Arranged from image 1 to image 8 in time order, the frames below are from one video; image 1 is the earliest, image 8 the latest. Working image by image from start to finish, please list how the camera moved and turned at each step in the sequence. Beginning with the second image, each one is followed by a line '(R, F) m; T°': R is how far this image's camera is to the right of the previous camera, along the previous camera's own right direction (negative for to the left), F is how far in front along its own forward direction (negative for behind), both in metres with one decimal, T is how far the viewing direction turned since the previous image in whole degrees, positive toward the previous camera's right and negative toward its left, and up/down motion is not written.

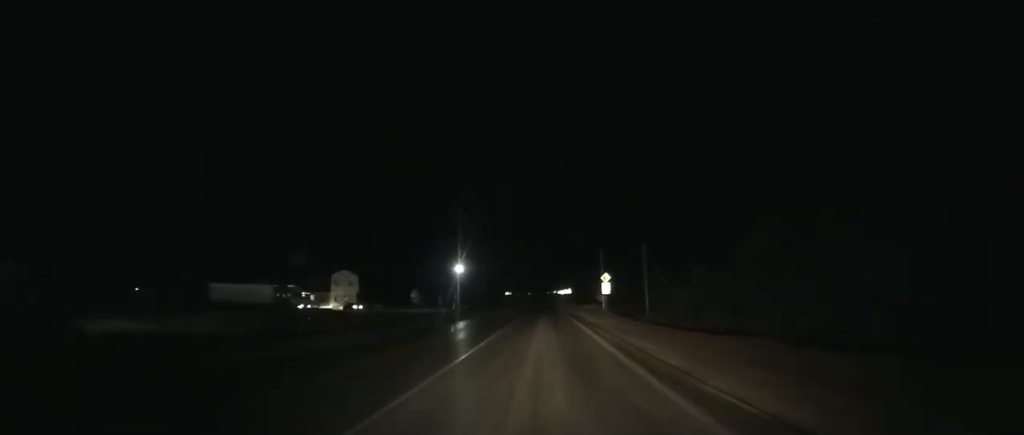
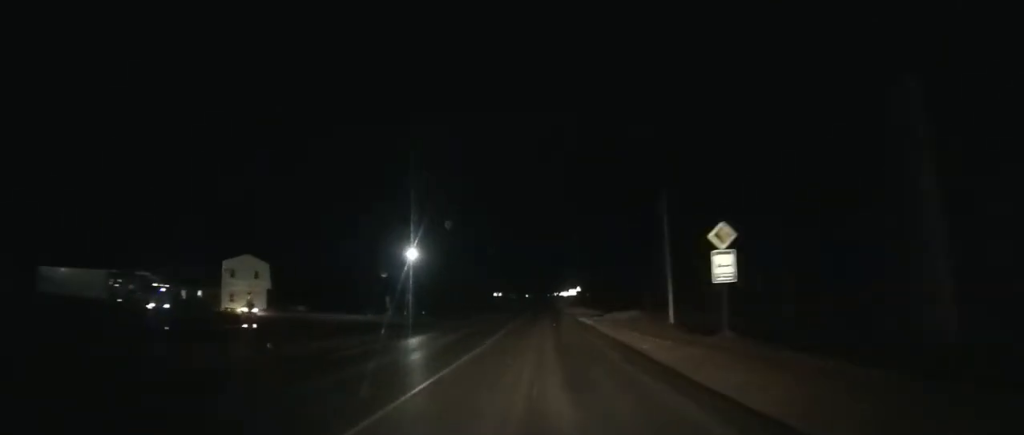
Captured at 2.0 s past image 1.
(+0.5, +38.4) m; +1°
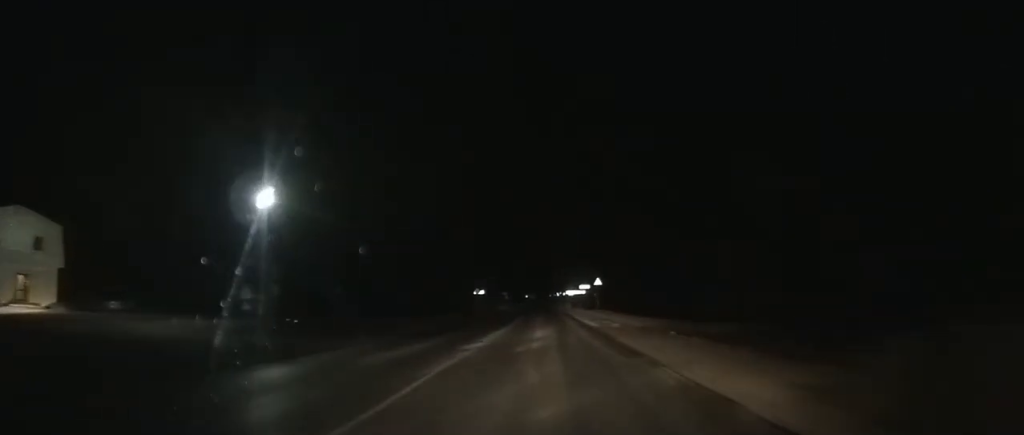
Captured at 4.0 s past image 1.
(+0.2, +37.9) m; 0°
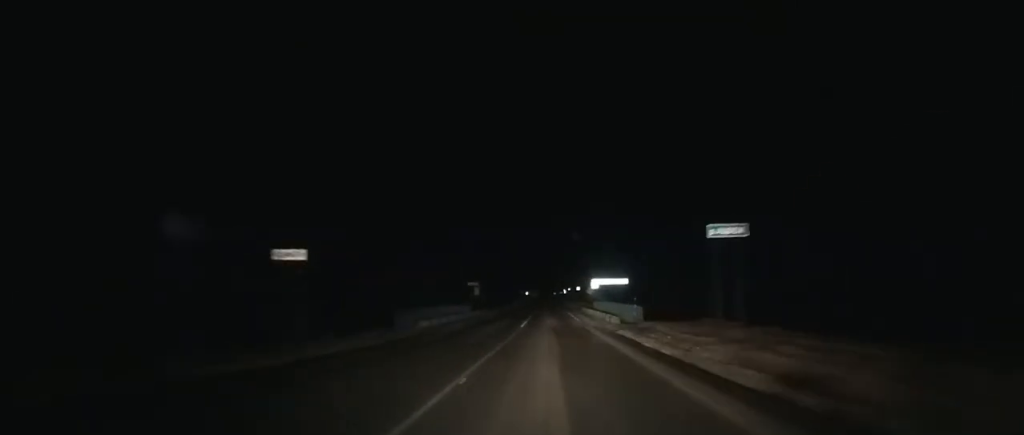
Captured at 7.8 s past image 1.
(+0.1, +71.9) m; 0°
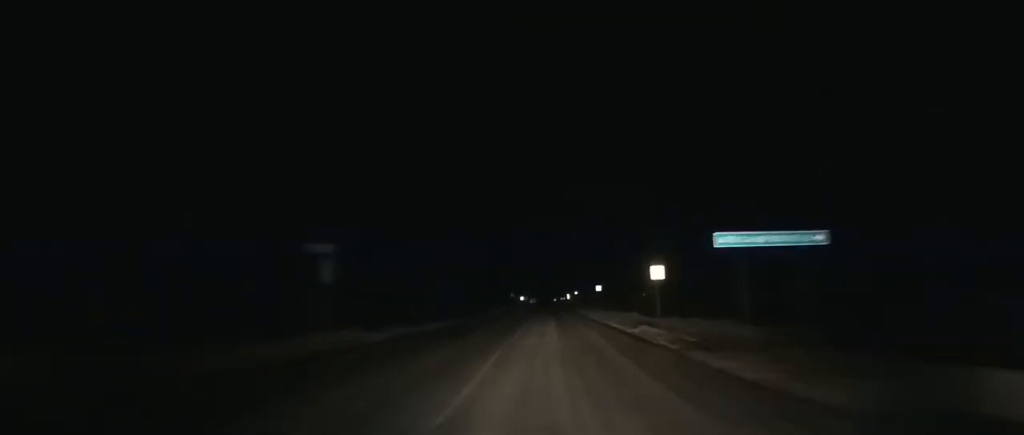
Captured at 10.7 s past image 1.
(-0.1, +57.7) m; 0°
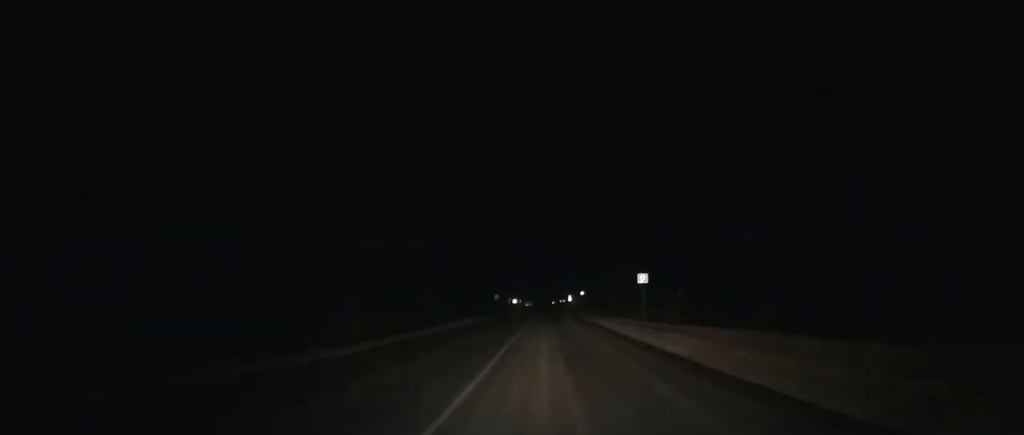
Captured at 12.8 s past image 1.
(0.0, +43.0) m; 0°
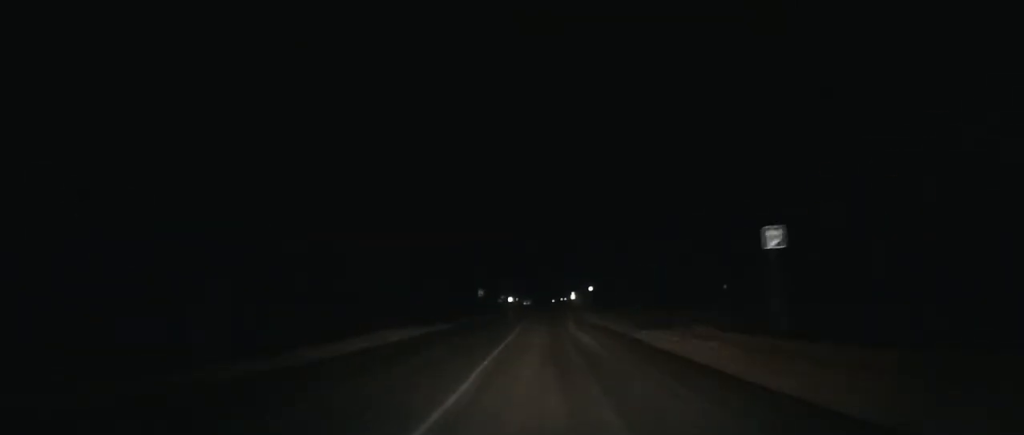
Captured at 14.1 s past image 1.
(0.0, +26.3) m; 0°
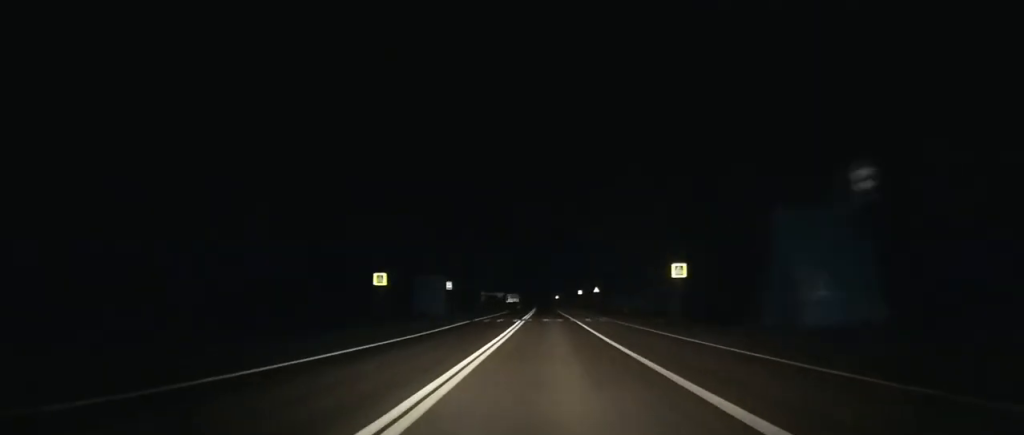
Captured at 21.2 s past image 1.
(0.0, +149.1) m; 0°
